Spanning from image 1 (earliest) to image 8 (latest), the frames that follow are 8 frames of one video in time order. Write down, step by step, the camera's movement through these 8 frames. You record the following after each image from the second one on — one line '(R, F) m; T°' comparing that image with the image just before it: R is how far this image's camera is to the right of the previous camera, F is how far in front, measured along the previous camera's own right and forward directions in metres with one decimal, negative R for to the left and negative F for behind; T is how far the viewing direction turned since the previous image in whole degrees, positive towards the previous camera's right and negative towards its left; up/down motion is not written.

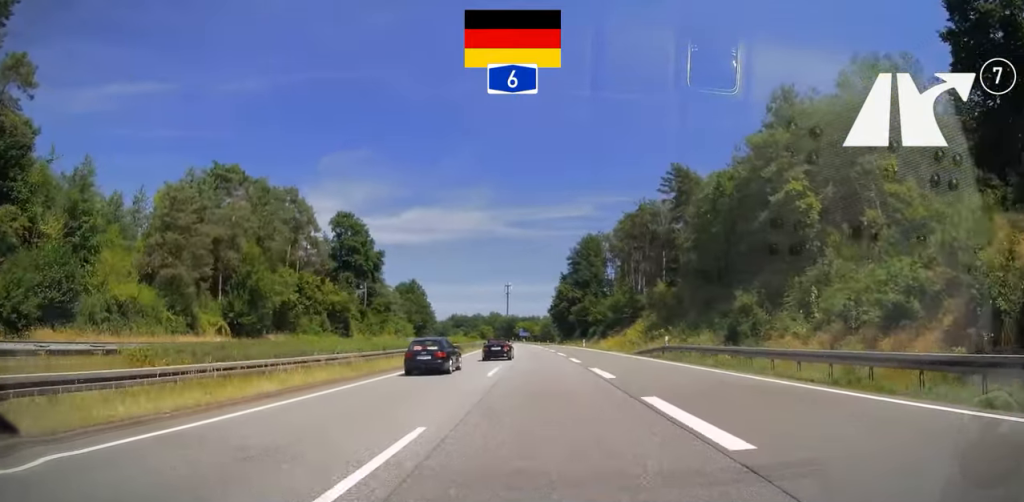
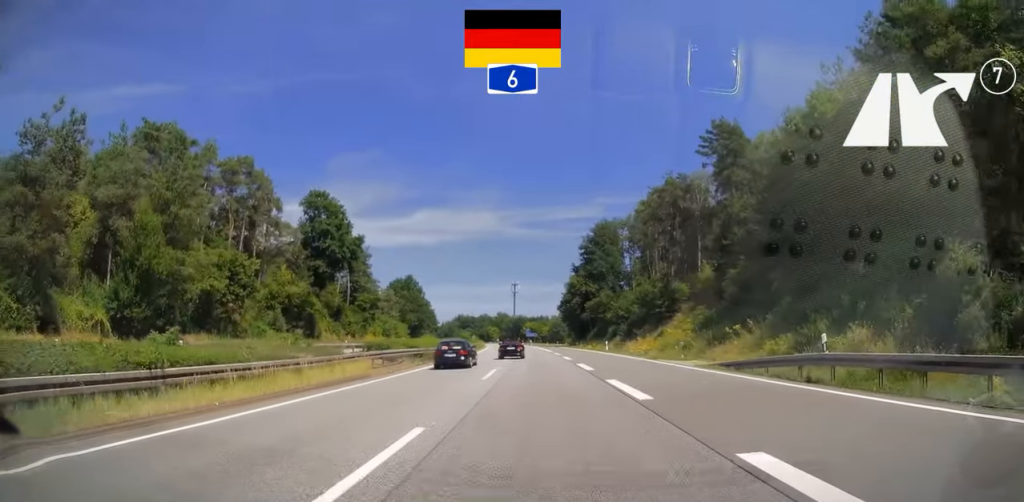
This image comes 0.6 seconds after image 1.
(0.0, +18.0) m; -1°
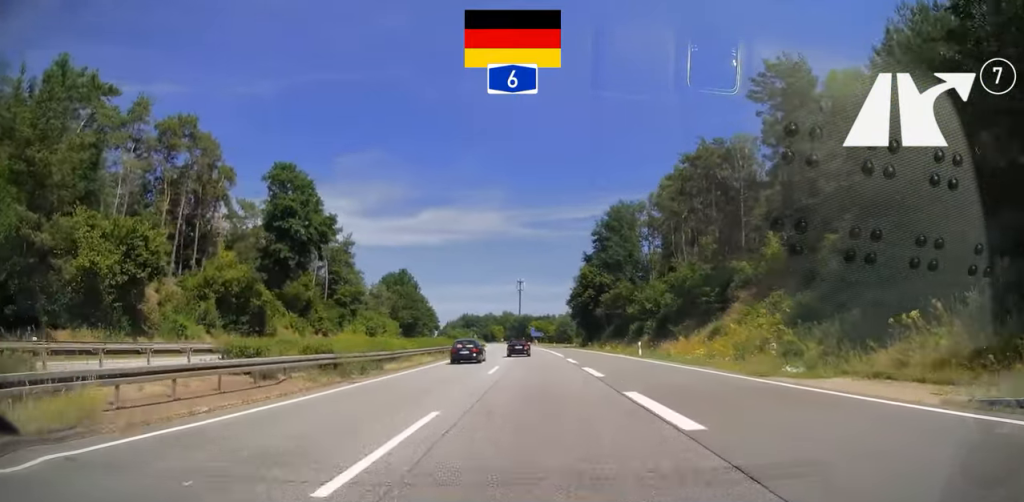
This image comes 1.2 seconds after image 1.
(-0.1, +16.1) m; -1°
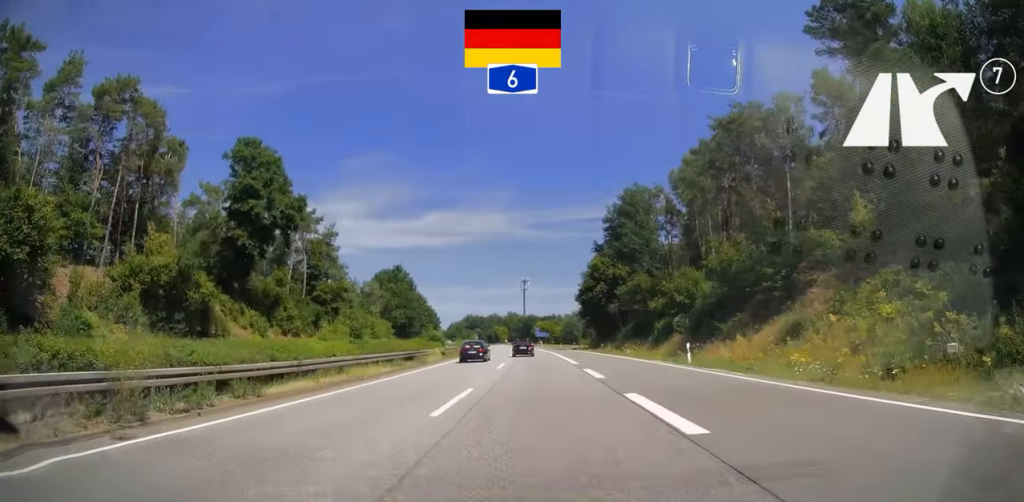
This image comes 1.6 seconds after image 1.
(-0.1, +12.2) m; -1°
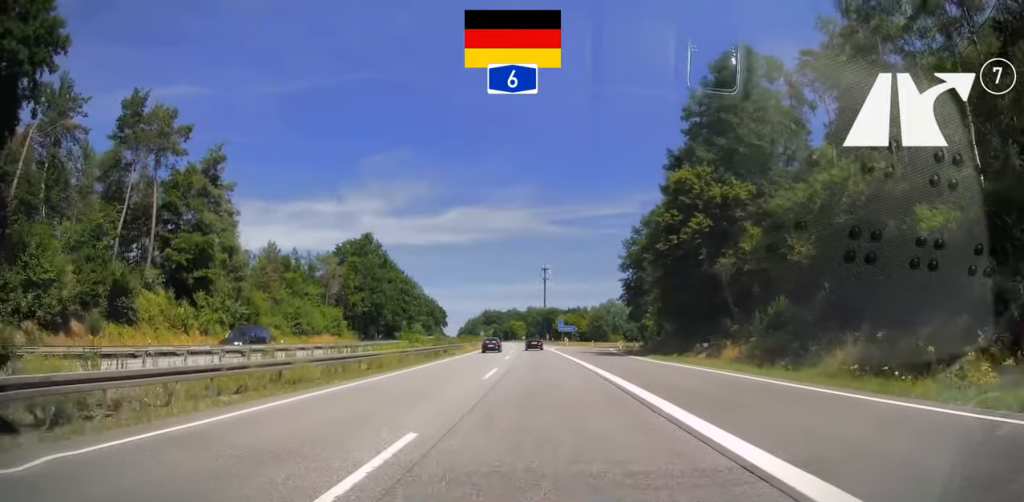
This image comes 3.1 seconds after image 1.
(-0.7, +44.5) m; -2°
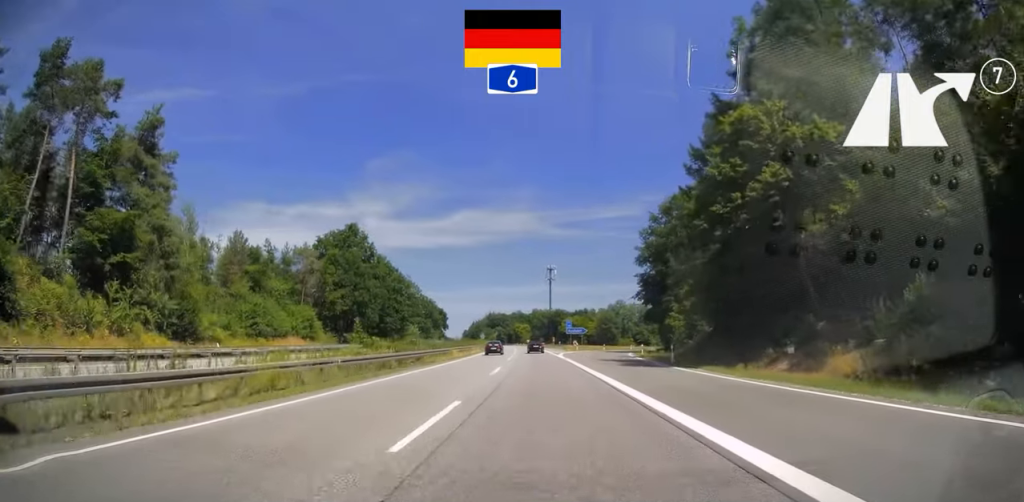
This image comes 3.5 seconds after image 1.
(-0.1, +12.7) m; 0°
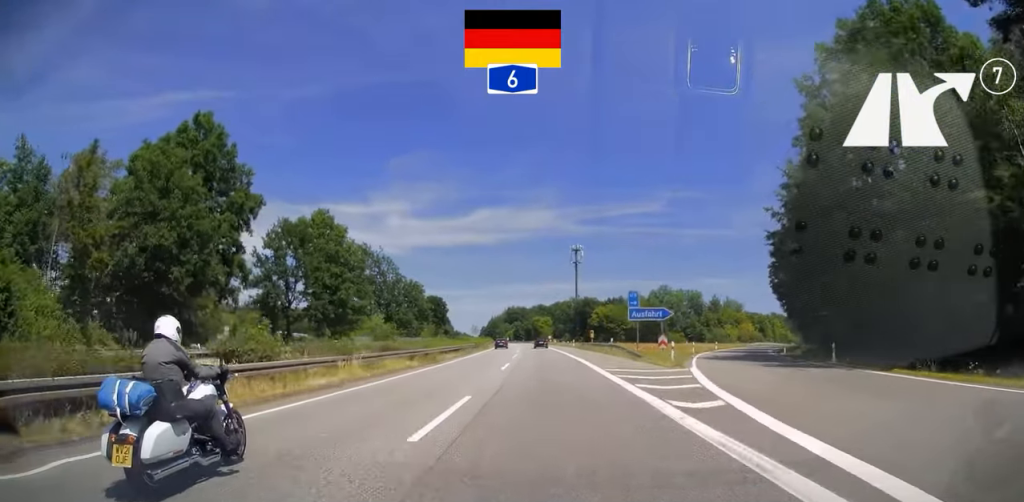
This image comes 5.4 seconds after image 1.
(-1.1, +53.9) m; -2°
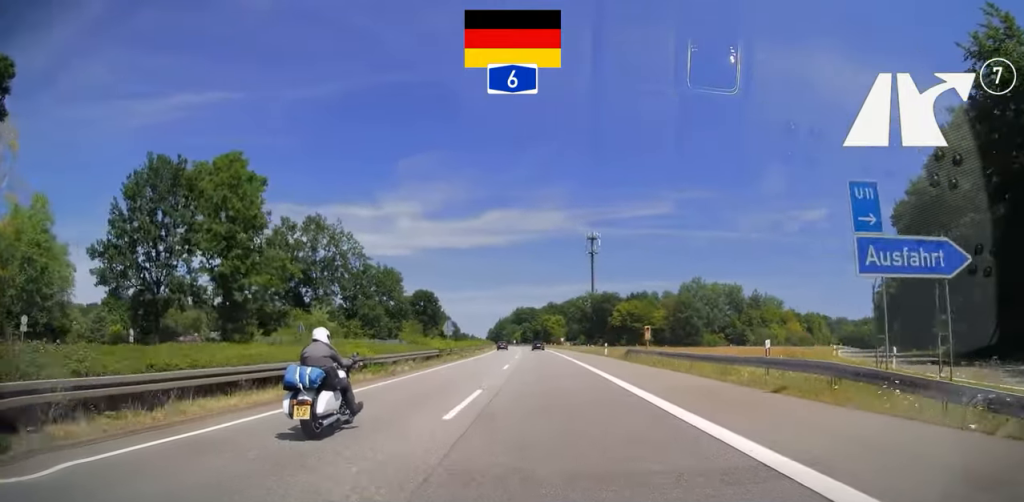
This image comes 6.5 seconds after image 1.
(-0.3, +33.3) m; -1°
